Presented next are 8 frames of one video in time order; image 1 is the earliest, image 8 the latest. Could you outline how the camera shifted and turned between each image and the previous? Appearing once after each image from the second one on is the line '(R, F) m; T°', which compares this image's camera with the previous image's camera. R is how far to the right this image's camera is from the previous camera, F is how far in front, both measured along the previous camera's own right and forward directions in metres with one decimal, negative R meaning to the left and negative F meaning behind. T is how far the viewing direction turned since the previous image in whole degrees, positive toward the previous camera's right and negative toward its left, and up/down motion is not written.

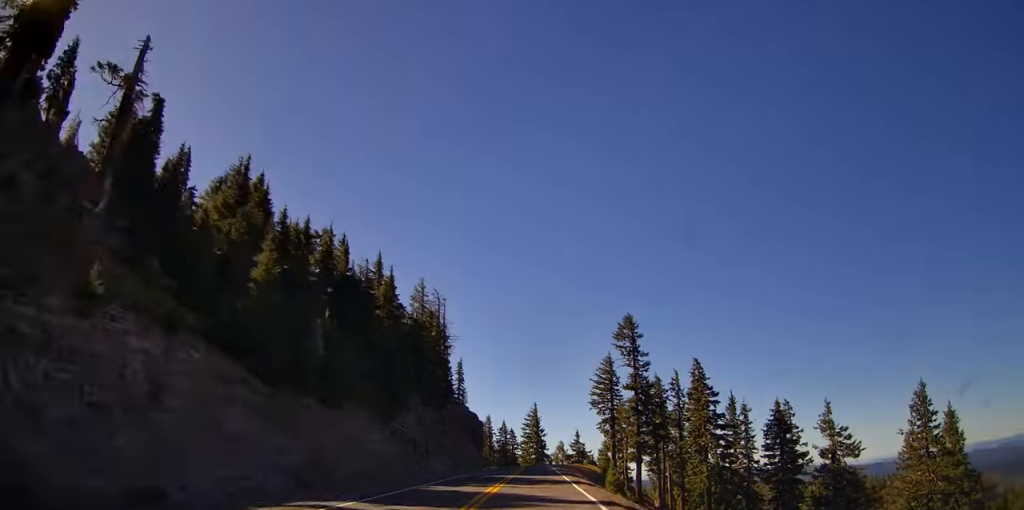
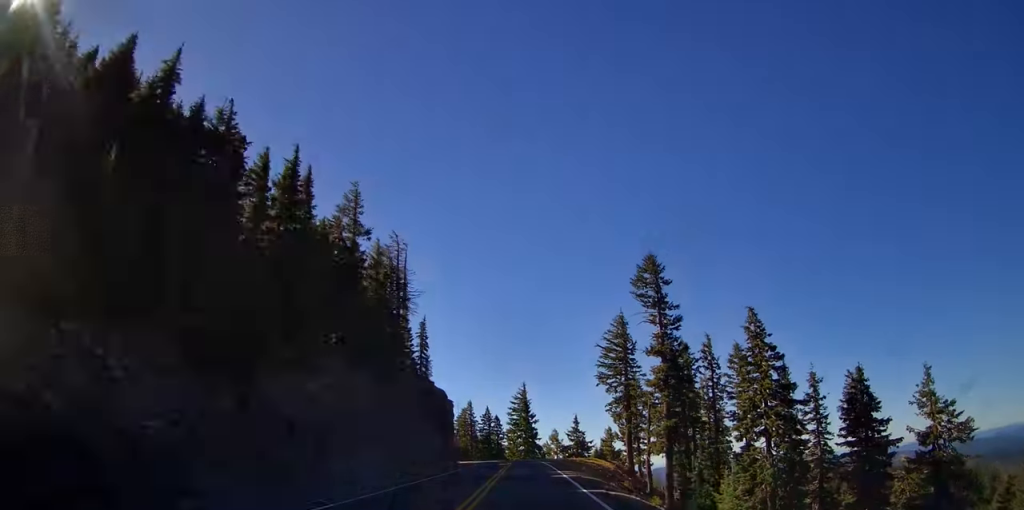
(+0.6, +26.4) m; +3°
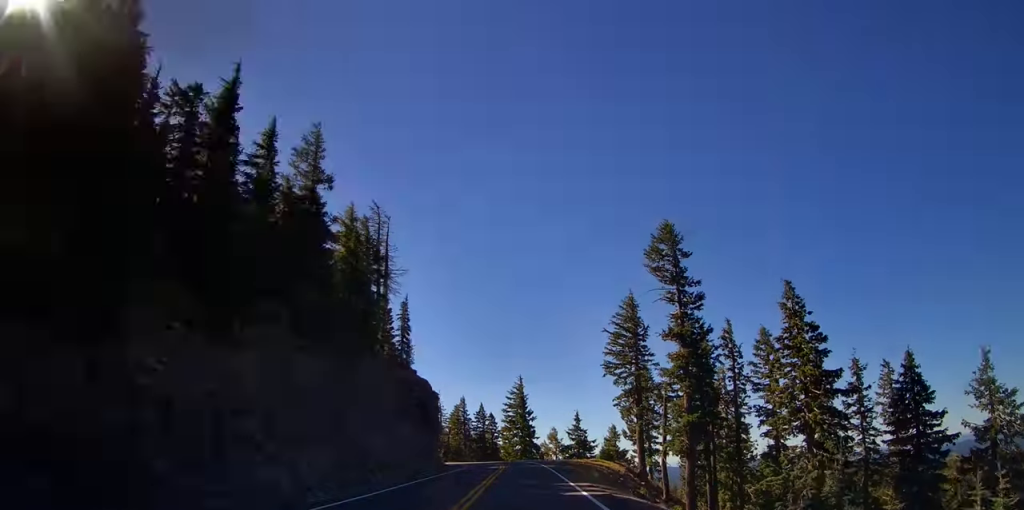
(0.0, +9.9) m; 0°
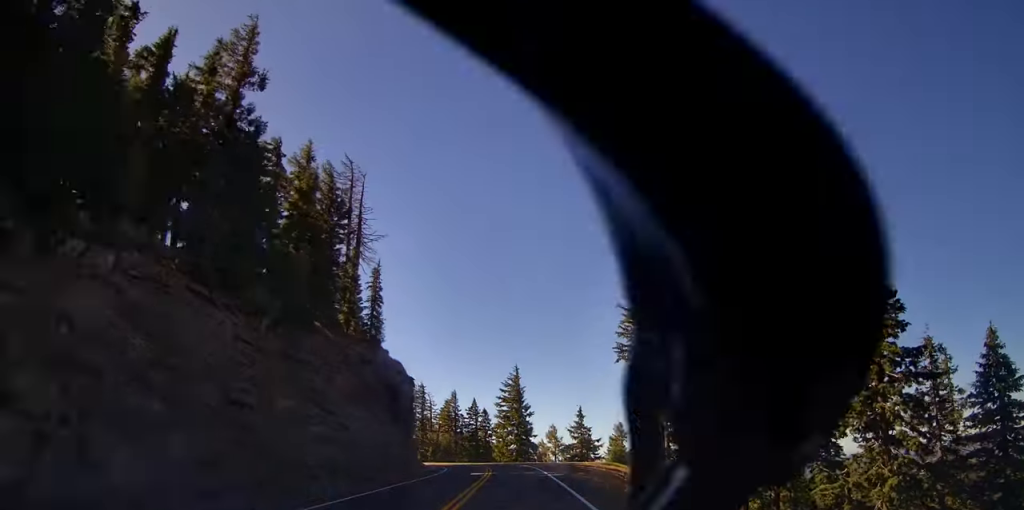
(0.0, +12.0) m; 0°
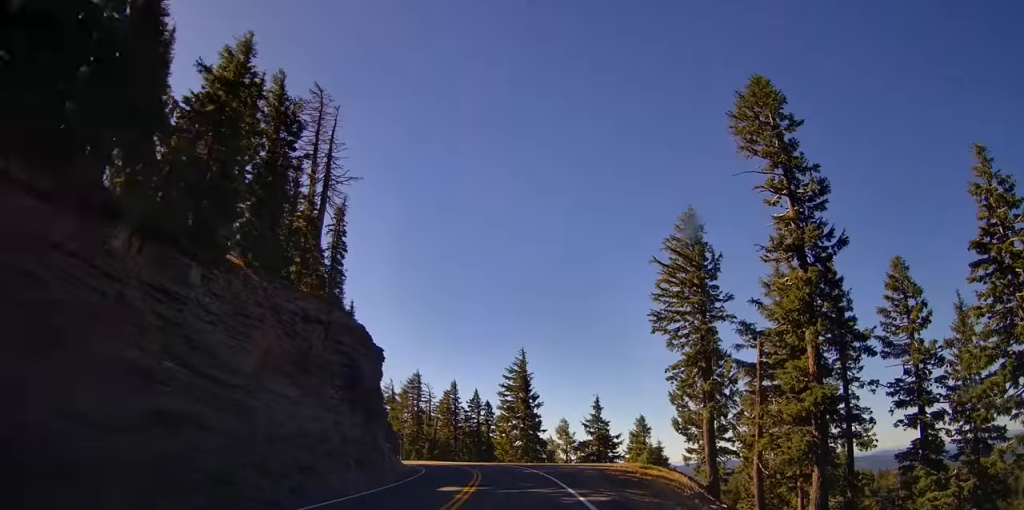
(0.0, +13.7) m; -1°
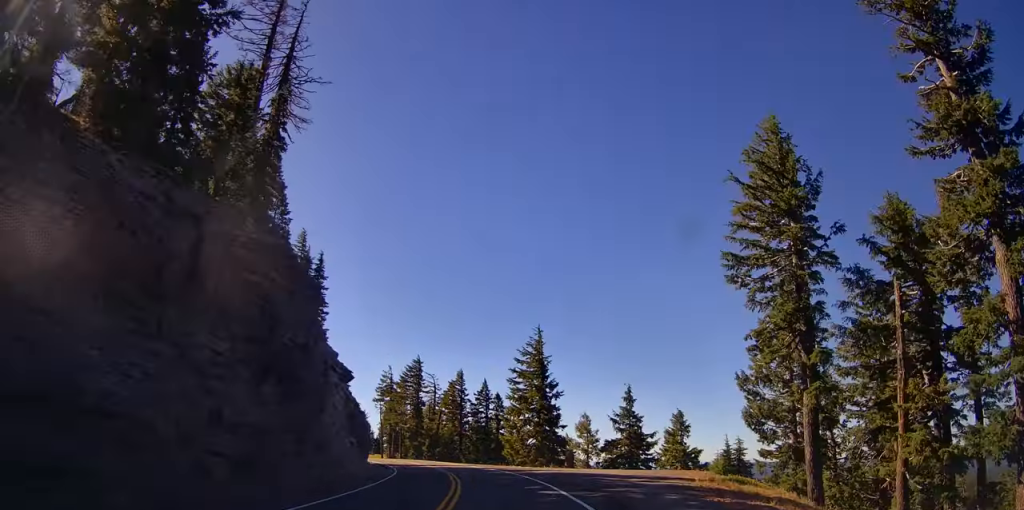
(-0.3, +14.7) m; -3°
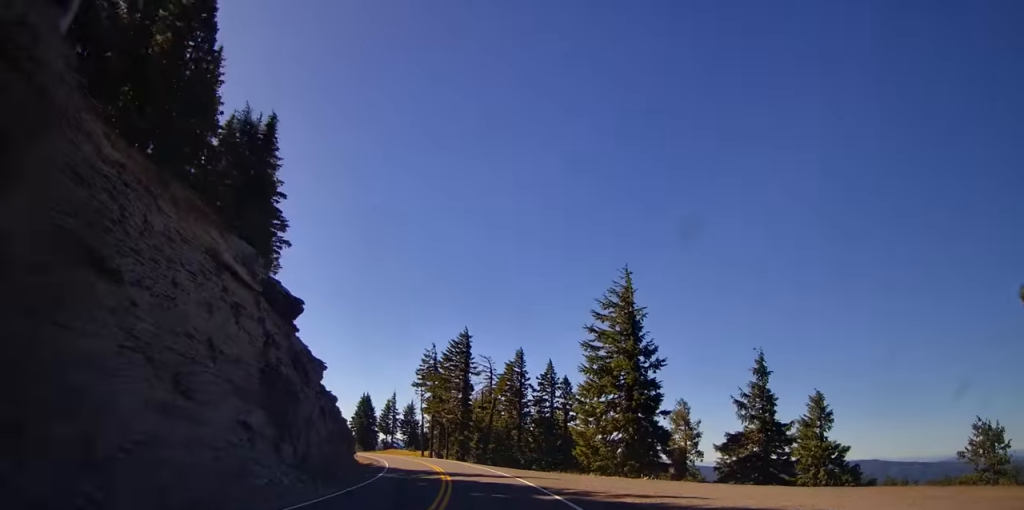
(-0.8, +22.5) m; -4°
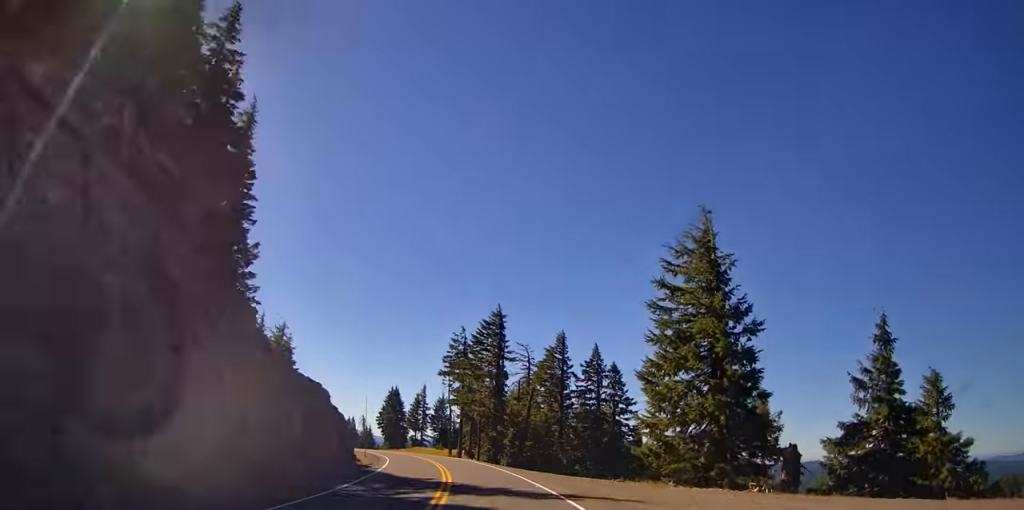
(0.0, +12.0) m; -4°
